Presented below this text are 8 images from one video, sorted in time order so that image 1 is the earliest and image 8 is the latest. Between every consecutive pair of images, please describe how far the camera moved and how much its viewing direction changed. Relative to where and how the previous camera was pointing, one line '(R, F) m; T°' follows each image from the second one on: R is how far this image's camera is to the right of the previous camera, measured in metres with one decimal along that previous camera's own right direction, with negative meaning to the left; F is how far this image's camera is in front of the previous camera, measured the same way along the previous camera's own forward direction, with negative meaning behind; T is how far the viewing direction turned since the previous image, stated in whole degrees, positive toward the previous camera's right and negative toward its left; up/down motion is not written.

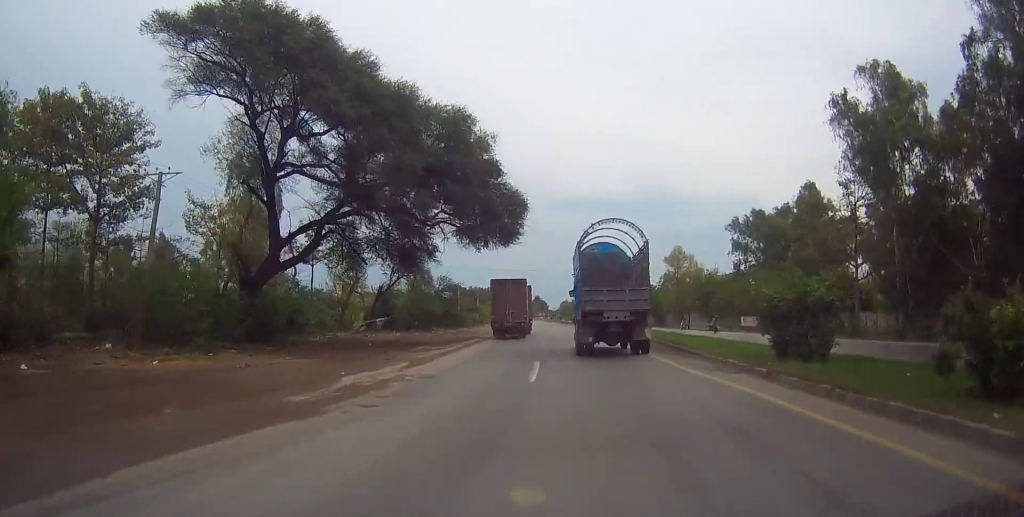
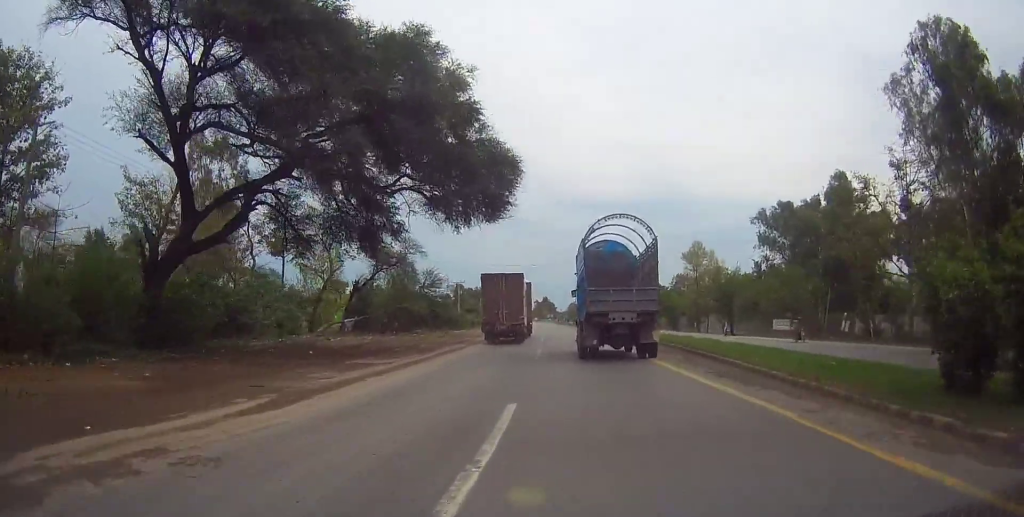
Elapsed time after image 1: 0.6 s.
(0.0, +9.3) m; 0°
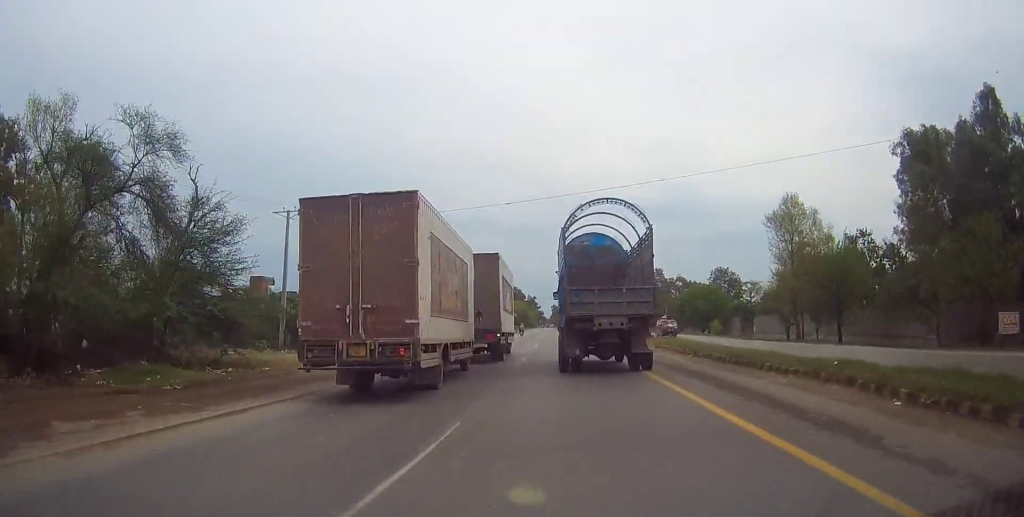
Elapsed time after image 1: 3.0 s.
(-0.7, +36.6) m; -1°
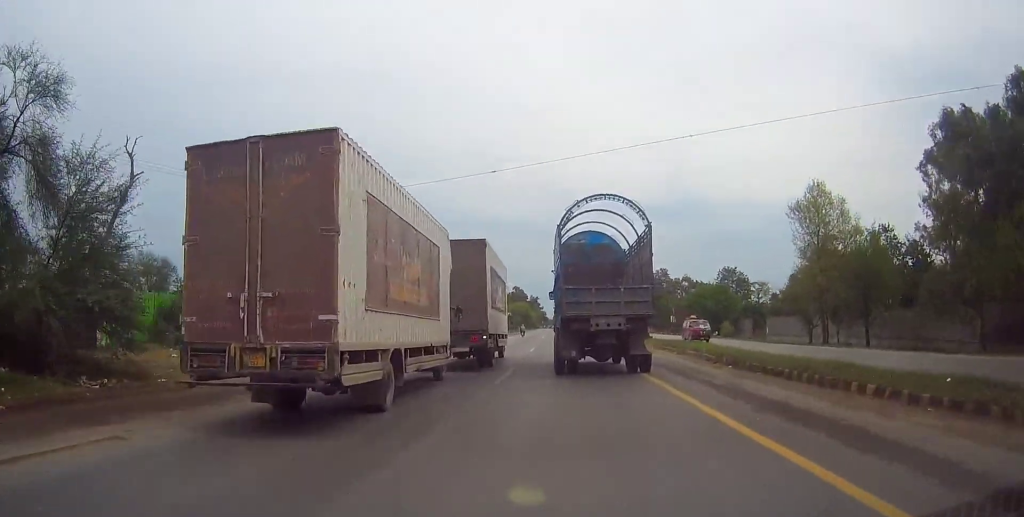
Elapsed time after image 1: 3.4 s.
(0.0, +6.2) m; 0°
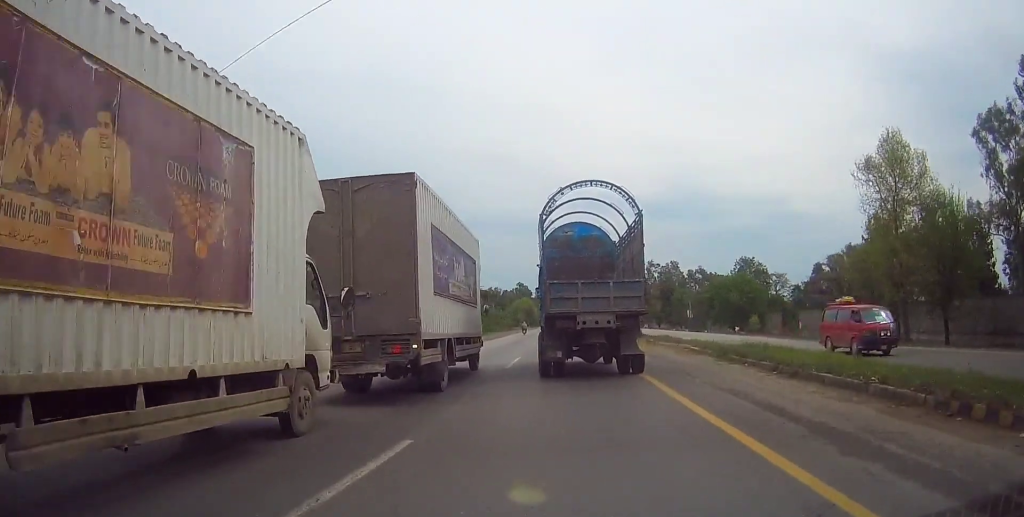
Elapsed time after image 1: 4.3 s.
(+0.2, +13.7) m; -1°
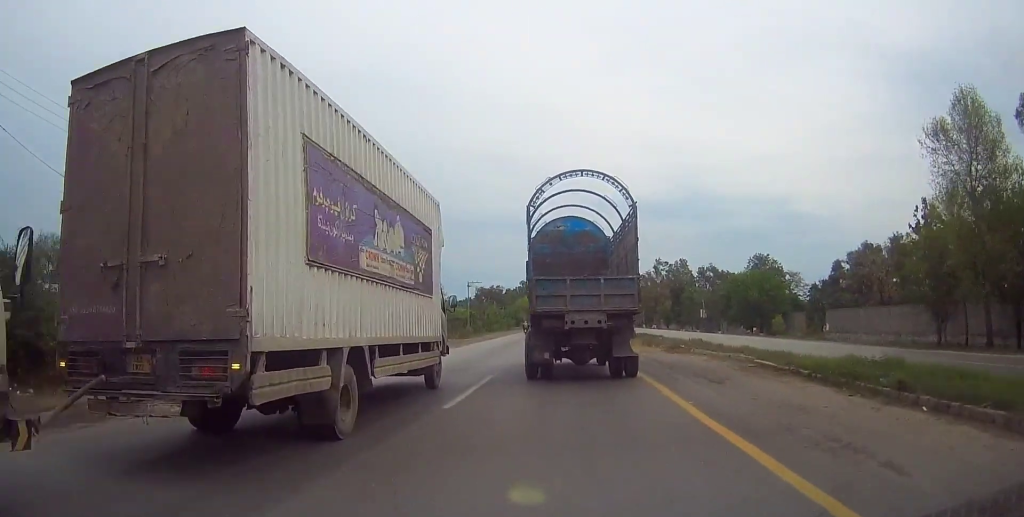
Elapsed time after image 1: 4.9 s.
(-0.3, +9.4) m; -1°
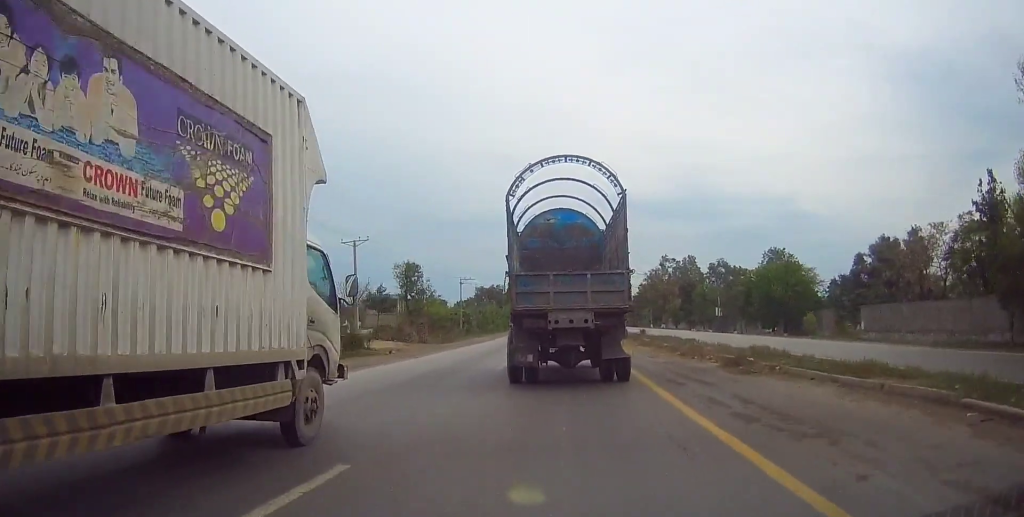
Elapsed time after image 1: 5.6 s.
(-0.2, +10.7) m; -1°
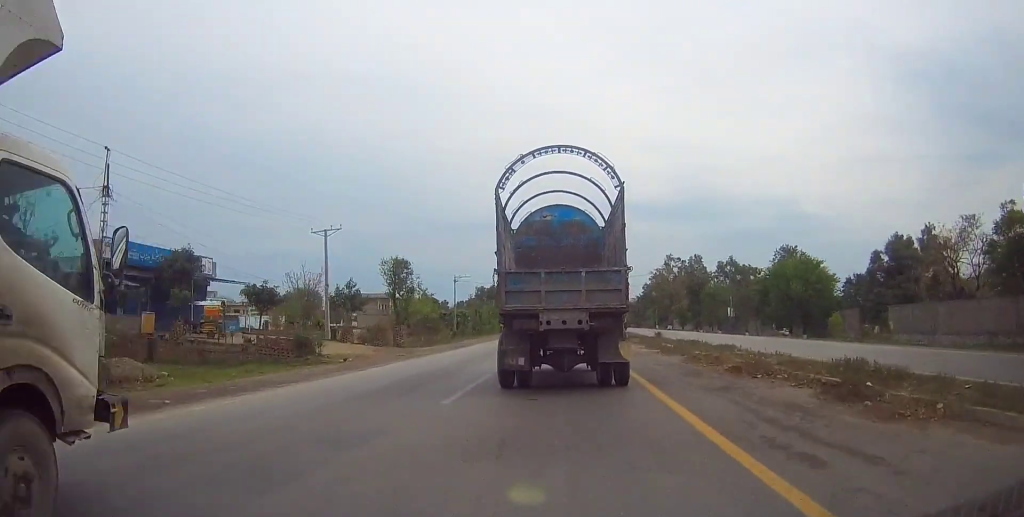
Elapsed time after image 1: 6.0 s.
(0.0, +6.9) m; -1°
